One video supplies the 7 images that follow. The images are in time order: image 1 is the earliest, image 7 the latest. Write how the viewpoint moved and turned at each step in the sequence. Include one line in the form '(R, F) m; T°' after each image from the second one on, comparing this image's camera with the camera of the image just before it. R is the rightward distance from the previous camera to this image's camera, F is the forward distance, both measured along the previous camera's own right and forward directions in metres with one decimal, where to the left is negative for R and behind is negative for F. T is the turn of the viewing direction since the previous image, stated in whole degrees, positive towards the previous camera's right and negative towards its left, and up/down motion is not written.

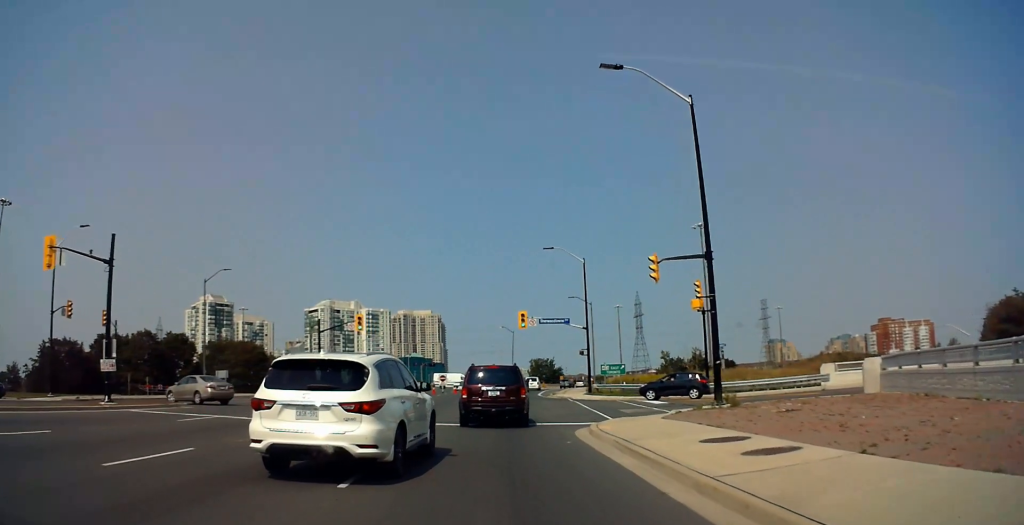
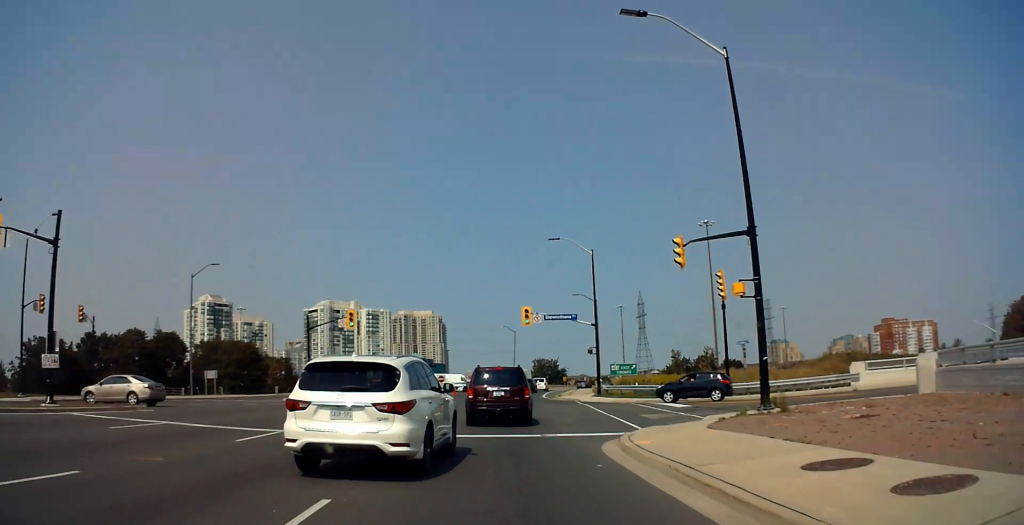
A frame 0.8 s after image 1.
(+0.1, +4.1) m; +2°
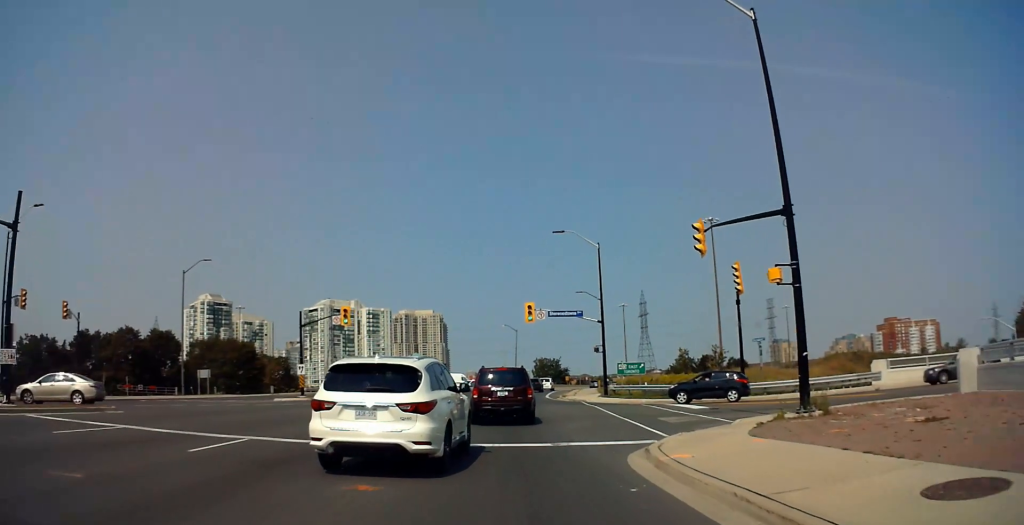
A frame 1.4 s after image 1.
(+0.2, +2.6) m; 0°
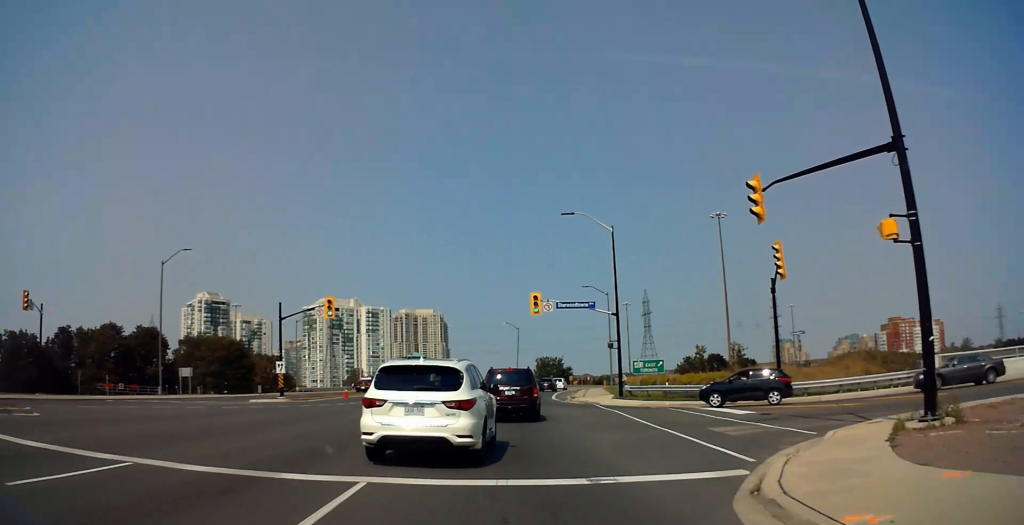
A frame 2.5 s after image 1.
(-0.4, +5.5) m; -4°
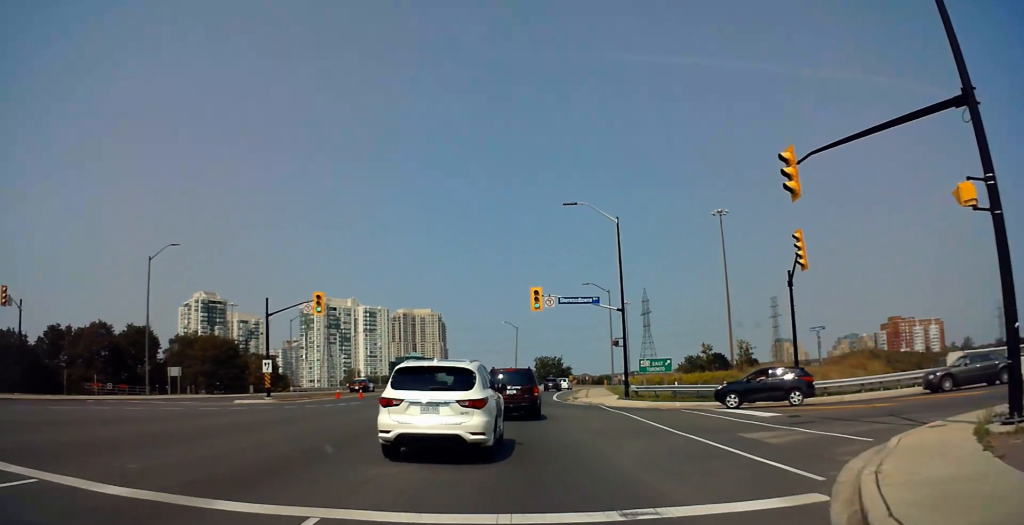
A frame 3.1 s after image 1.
(0.0, +2.5) m; 0°
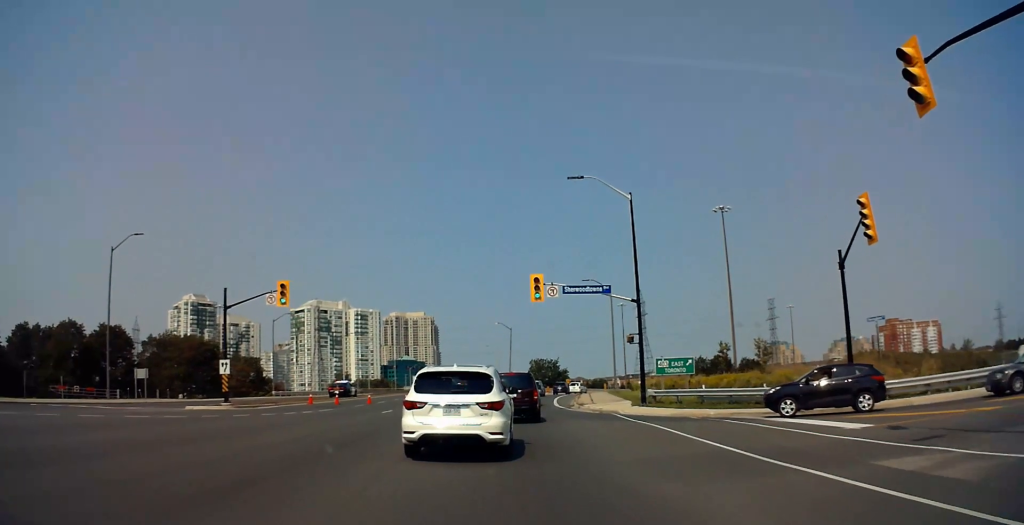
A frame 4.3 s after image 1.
(0.0, +5.7) m; 0°
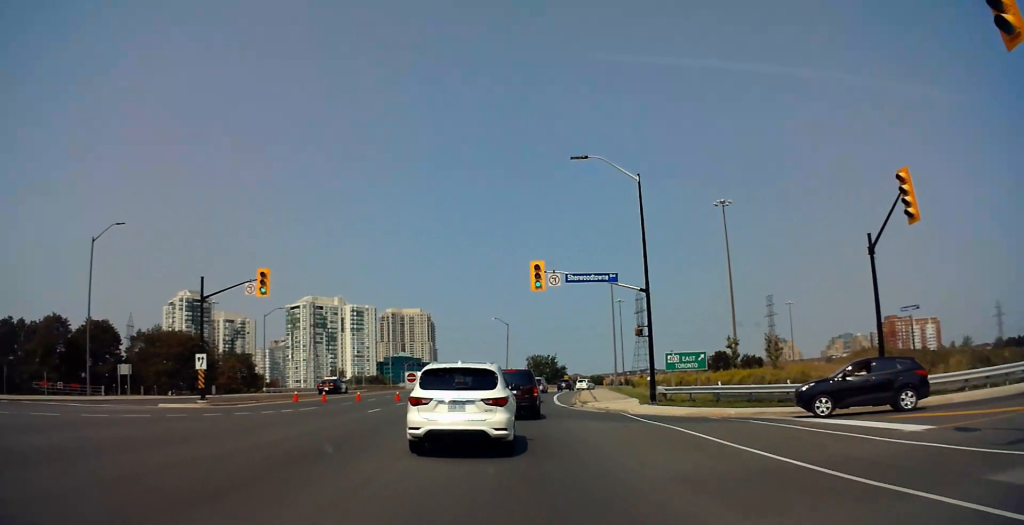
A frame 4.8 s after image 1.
(0.0, +2.5) m; -1°
